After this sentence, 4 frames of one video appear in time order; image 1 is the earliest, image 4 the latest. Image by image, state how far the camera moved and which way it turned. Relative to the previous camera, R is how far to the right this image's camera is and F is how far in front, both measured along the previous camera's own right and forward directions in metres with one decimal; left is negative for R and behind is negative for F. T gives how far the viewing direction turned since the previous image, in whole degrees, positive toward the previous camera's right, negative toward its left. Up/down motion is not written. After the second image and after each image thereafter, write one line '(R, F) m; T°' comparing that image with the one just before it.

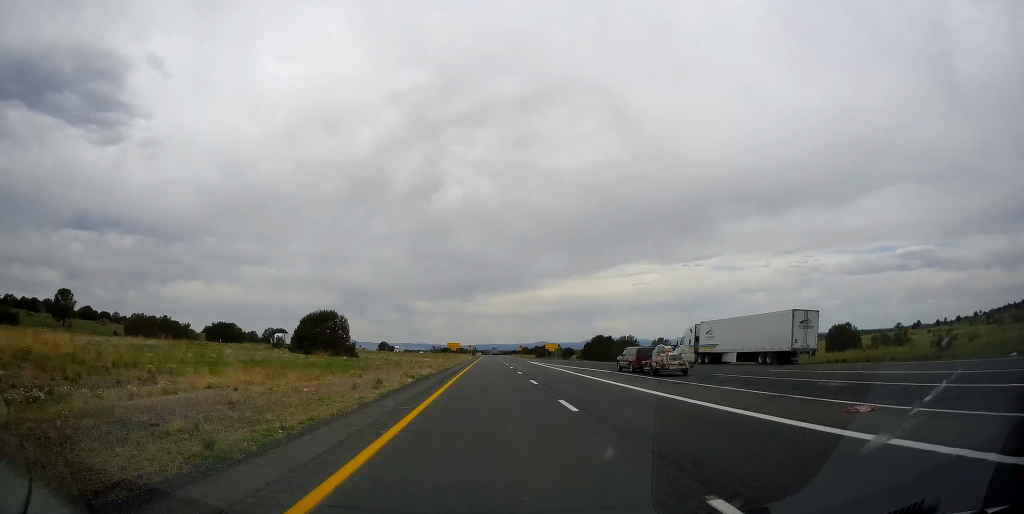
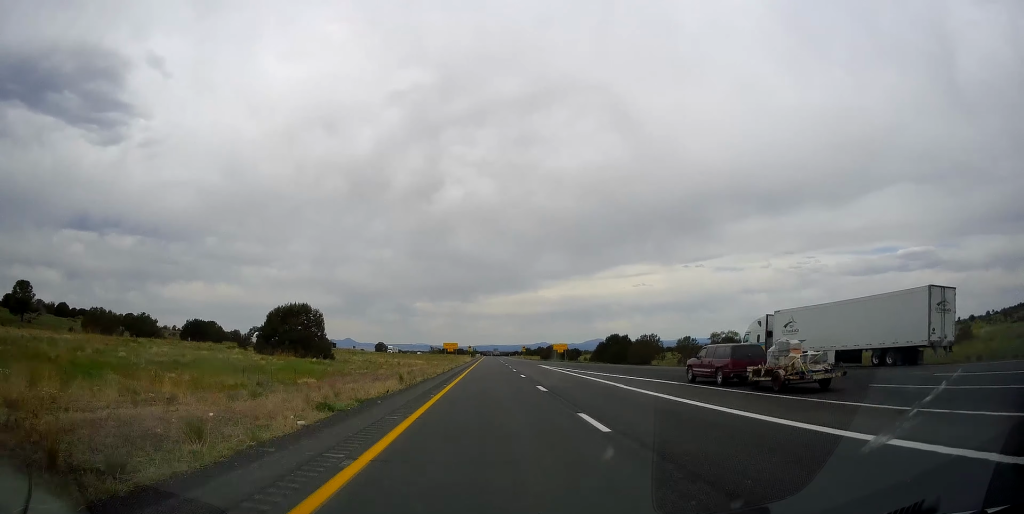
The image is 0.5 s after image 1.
(+0.1, +15.5) m; 0°
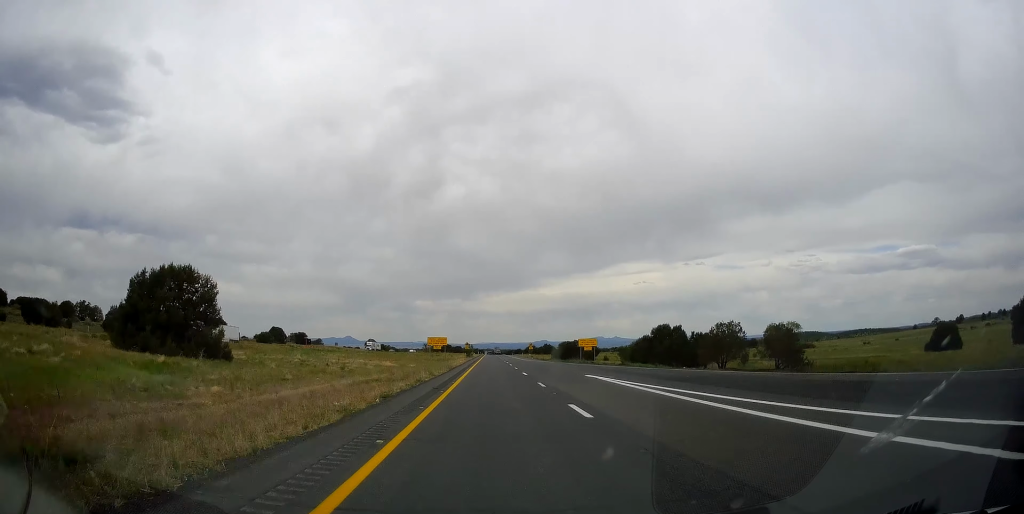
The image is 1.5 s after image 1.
(-0.1, +34.5) m; 0°
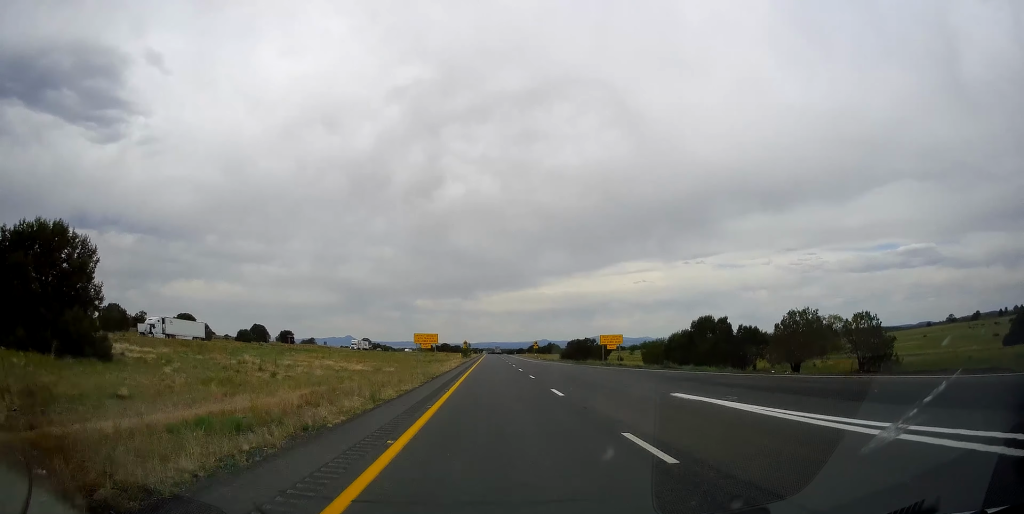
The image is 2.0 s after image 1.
(0.0, +17.8) m; 0°
